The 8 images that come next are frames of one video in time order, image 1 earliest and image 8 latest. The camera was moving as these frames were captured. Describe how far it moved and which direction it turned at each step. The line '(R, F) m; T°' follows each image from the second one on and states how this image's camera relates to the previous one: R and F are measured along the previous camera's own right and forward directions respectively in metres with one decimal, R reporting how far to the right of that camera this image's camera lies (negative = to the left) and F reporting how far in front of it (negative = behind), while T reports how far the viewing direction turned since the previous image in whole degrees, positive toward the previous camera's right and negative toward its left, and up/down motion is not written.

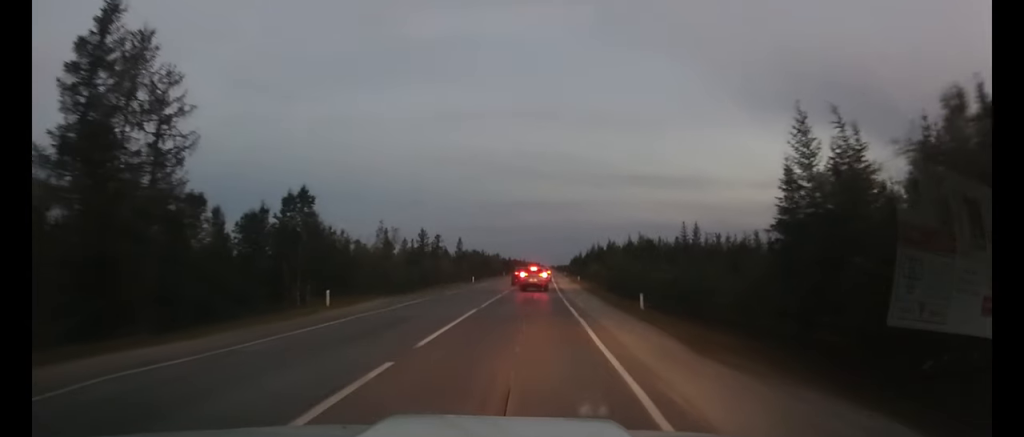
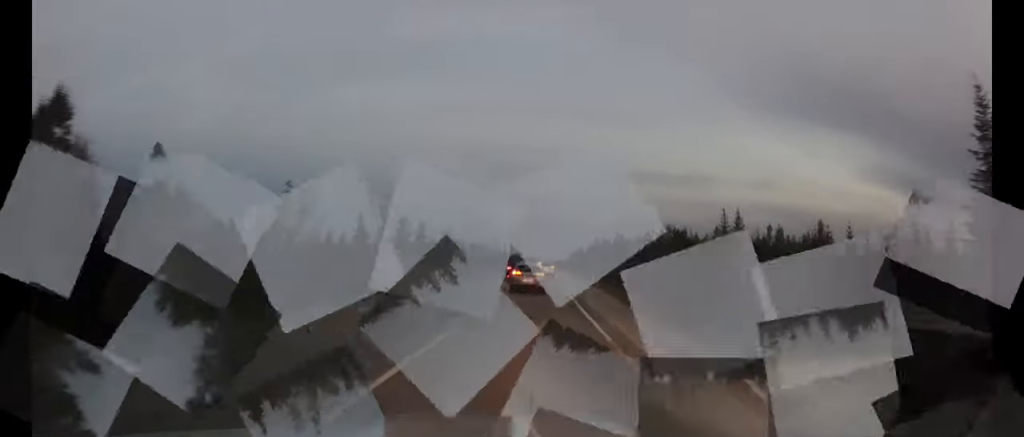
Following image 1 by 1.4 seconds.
(0.0, +13.7) m; 0°
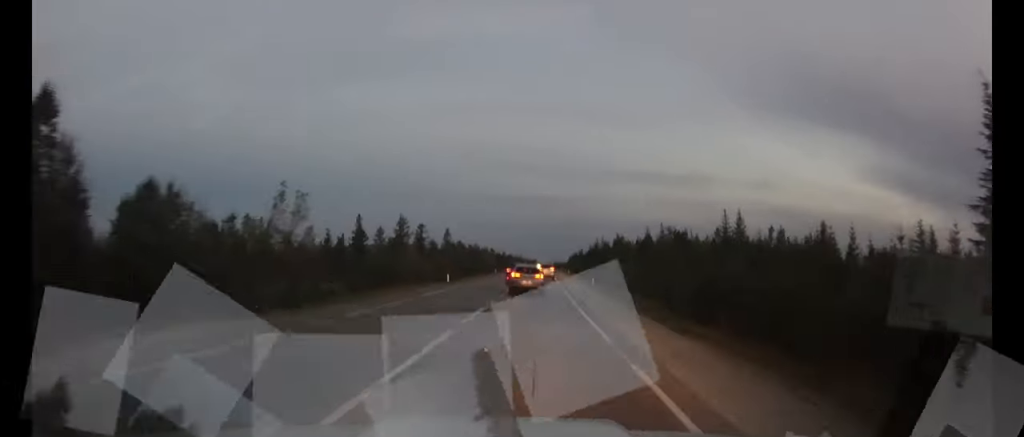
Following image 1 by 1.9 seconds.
(0.0, +4.3) m; 0°
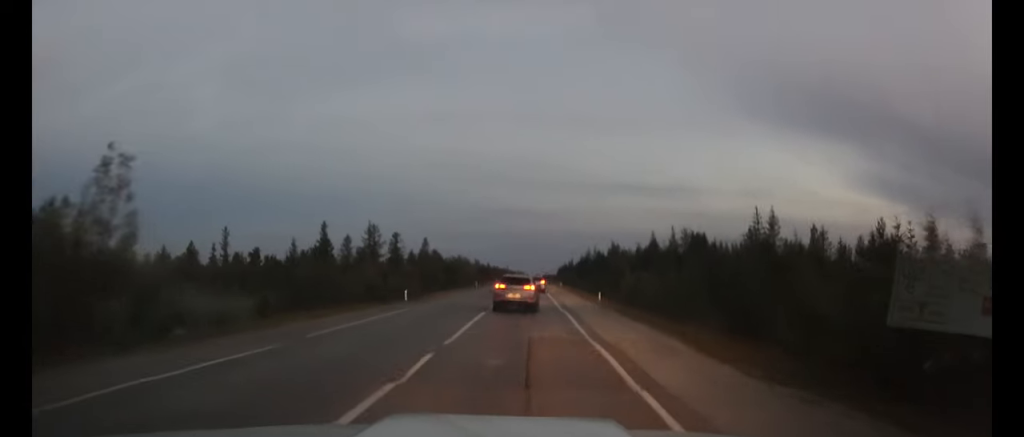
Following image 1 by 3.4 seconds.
(+0.1, +12.3) m; +1°
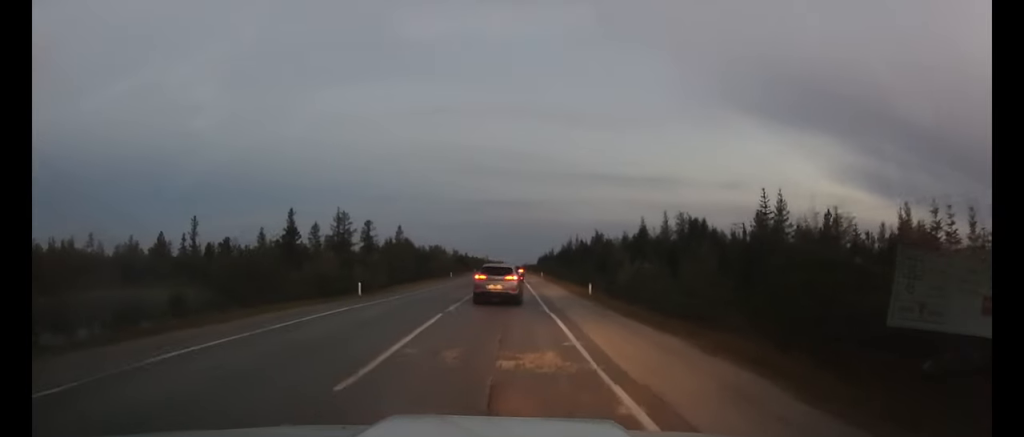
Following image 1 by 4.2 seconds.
(0.0, +6.5) m; +1°
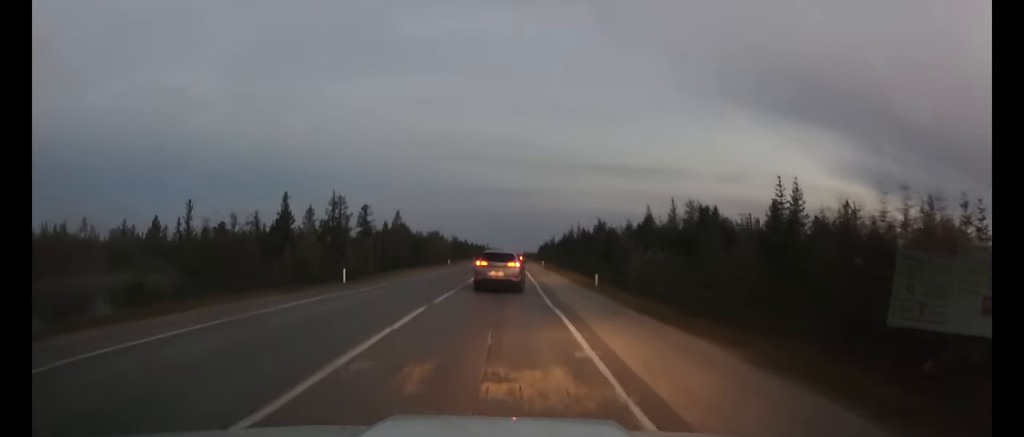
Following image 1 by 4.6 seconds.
(+0.1, +3.1) m; 0°
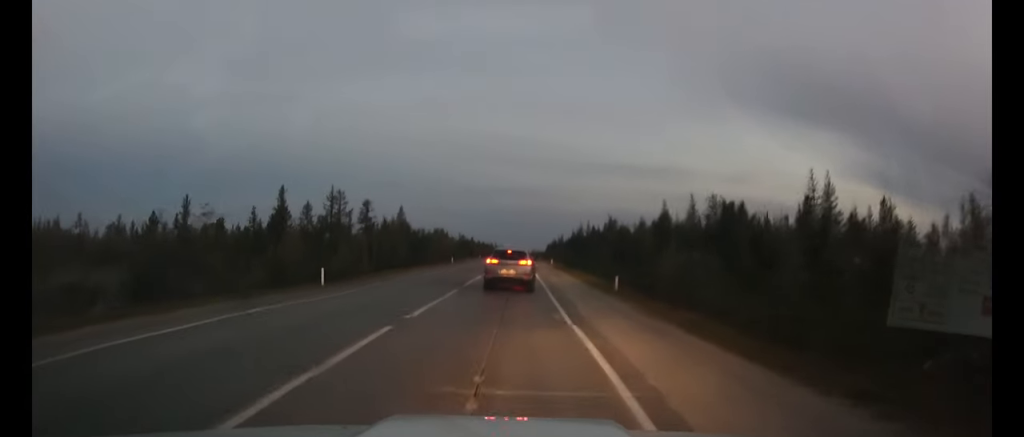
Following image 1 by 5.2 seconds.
(+0.1, +4.9) m; +1°
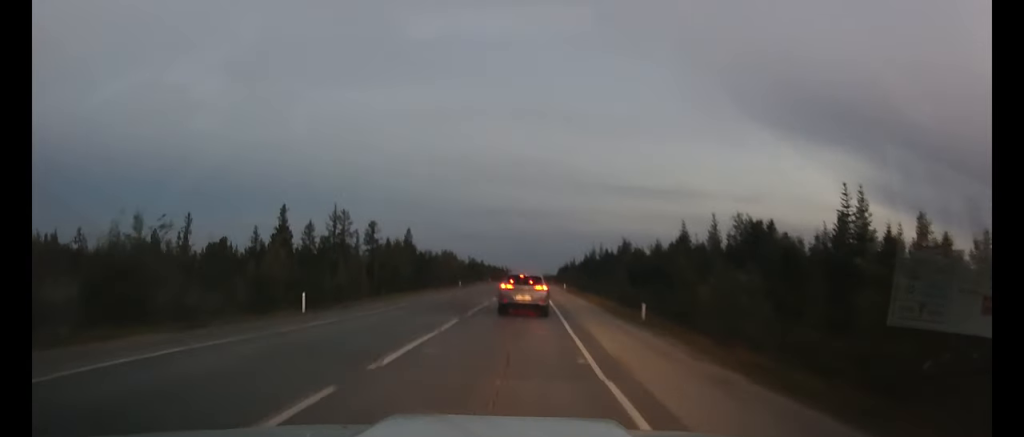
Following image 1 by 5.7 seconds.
(0.0, +3.9) m; -1°
